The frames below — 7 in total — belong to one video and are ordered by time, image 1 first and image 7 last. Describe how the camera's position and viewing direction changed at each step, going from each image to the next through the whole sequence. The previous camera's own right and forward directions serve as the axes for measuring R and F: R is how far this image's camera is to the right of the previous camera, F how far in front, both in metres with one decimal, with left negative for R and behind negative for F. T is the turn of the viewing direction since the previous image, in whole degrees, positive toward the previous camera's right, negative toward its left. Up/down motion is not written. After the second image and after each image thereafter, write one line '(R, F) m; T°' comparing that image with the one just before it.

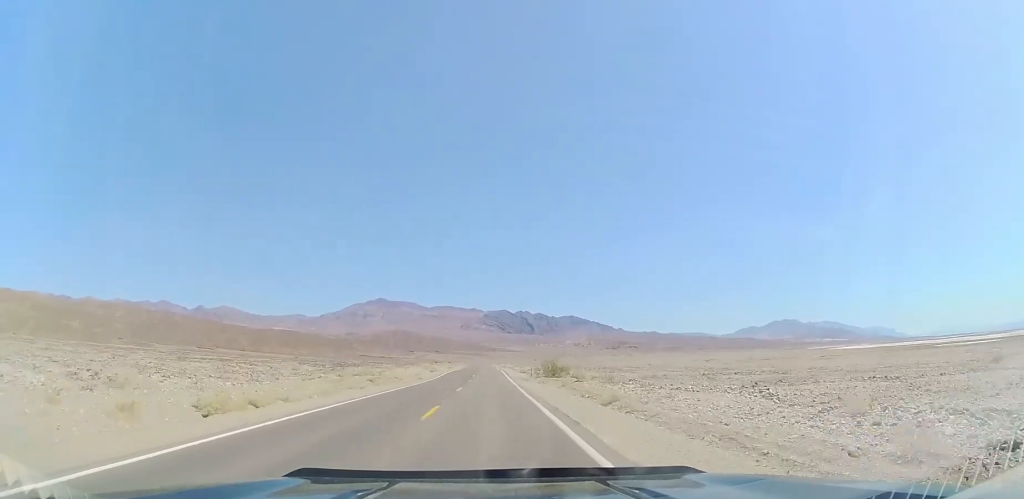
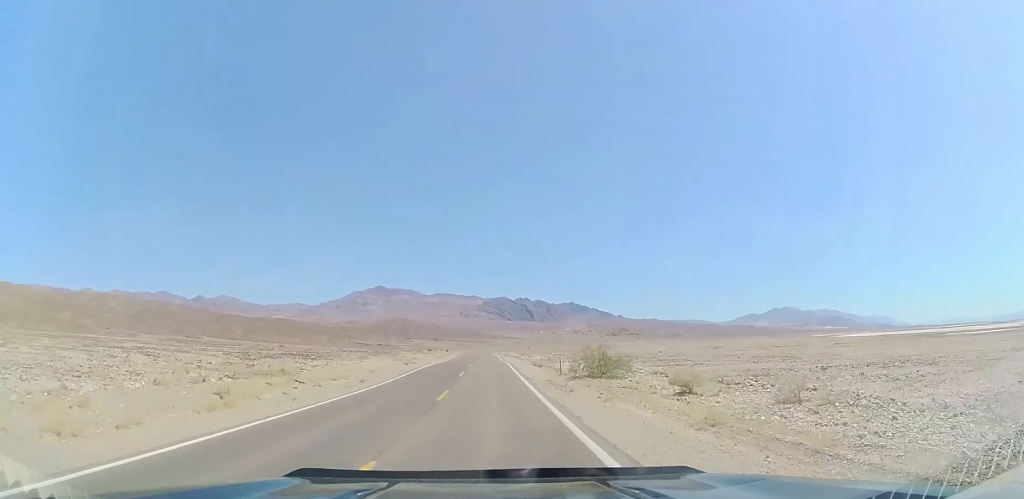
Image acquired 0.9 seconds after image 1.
(0.0, +25.6) m; -1°
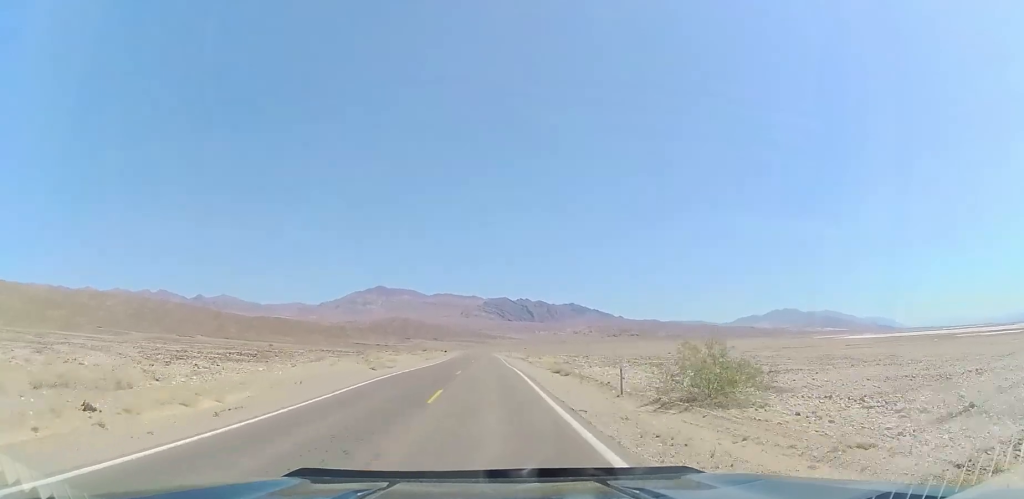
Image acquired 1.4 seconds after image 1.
(-0.4, +16.8) m; 0°
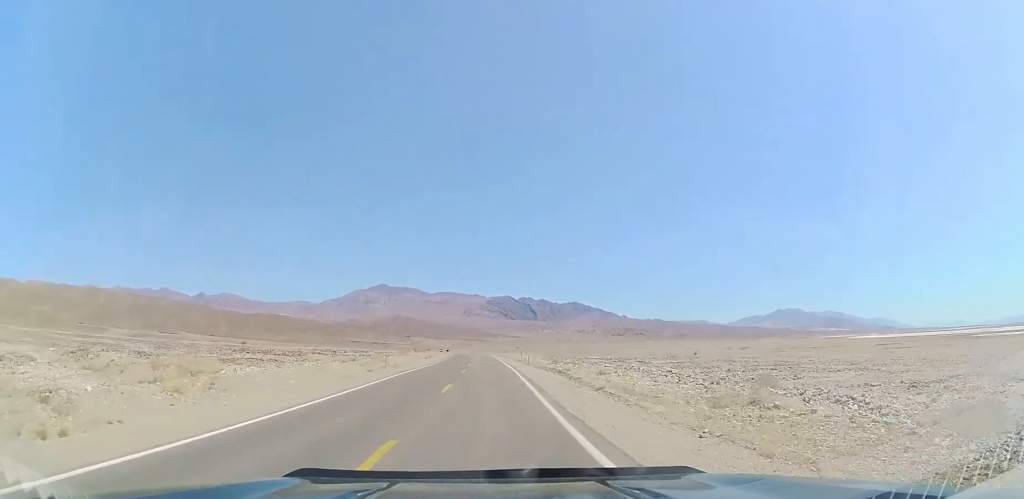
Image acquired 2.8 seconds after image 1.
(+0.3, +39.6) m; +1°
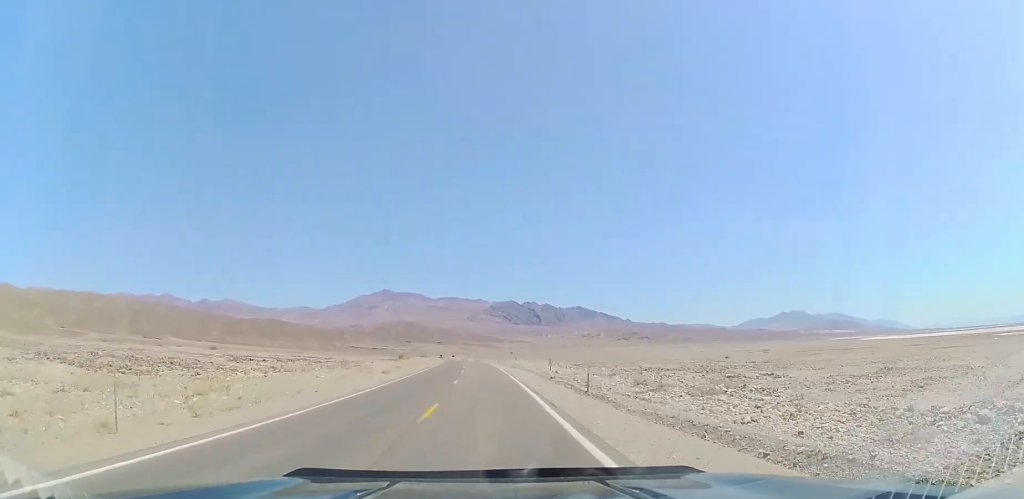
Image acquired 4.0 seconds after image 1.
(+0.2, +35.8) m; 0°
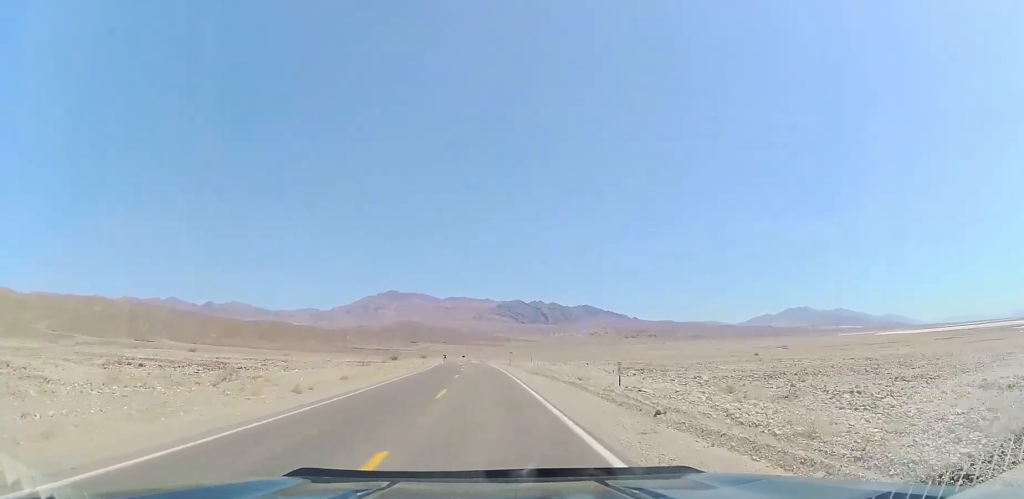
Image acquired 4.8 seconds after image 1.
(-0.1, +23.8) m; -1°
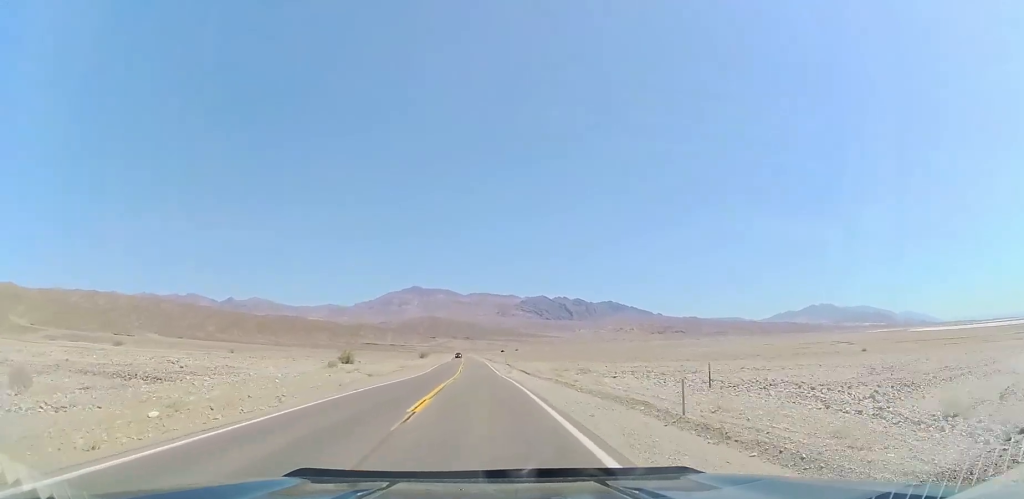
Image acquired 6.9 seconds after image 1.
(-1.1, +63.0) m; -2°
